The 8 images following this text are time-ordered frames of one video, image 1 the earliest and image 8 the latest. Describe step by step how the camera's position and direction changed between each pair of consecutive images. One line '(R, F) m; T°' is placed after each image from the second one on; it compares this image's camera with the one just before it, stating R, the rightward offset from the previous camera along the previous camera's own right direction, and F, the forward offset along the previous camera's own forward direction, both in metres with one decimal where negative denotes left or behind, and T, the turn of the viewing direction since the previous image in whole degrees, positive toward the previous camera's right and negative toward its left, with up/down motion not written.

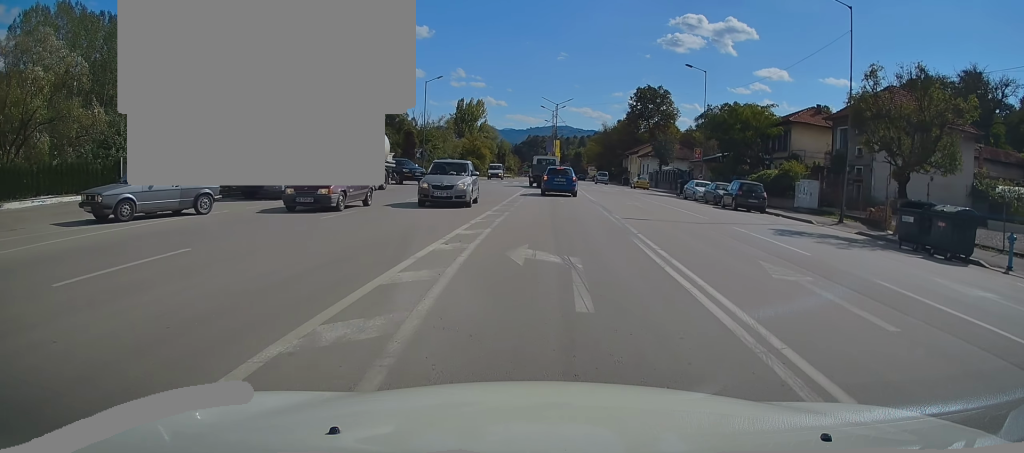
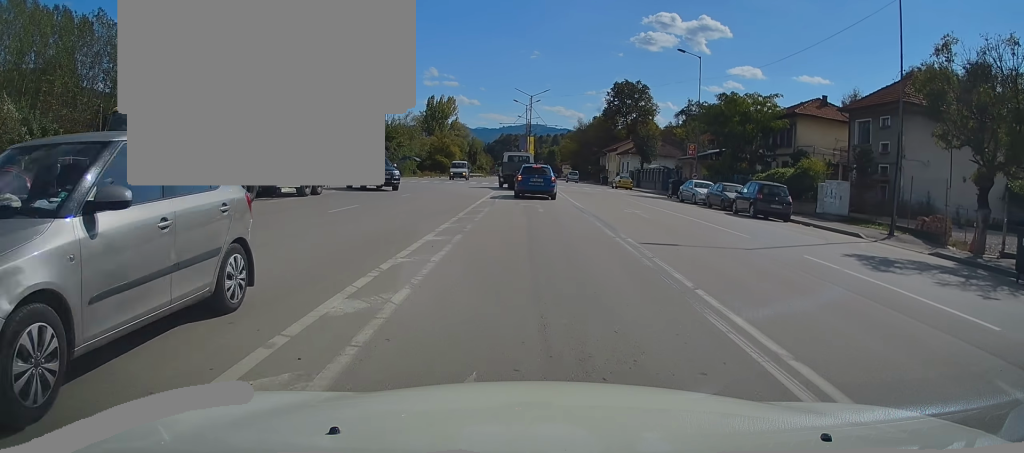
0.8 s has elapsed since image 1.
(+0.2, +7.0) m; +2°
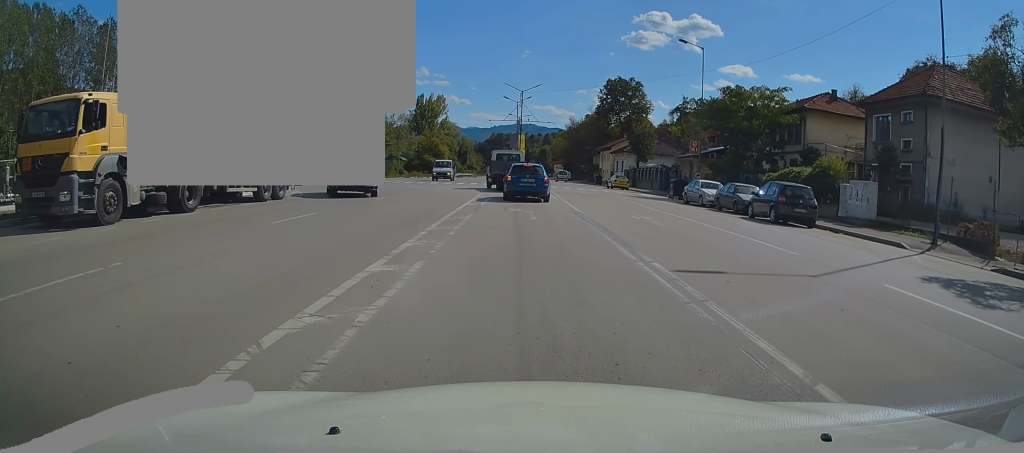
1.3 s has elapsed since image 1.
(+0.1, +3.5) m; +1°
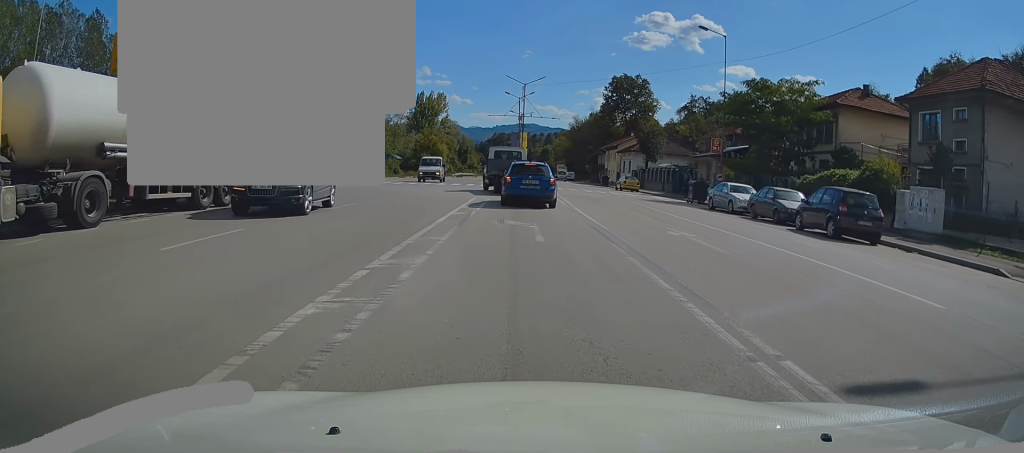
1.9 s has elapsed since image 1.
(0.0, +4.8) m; 0°
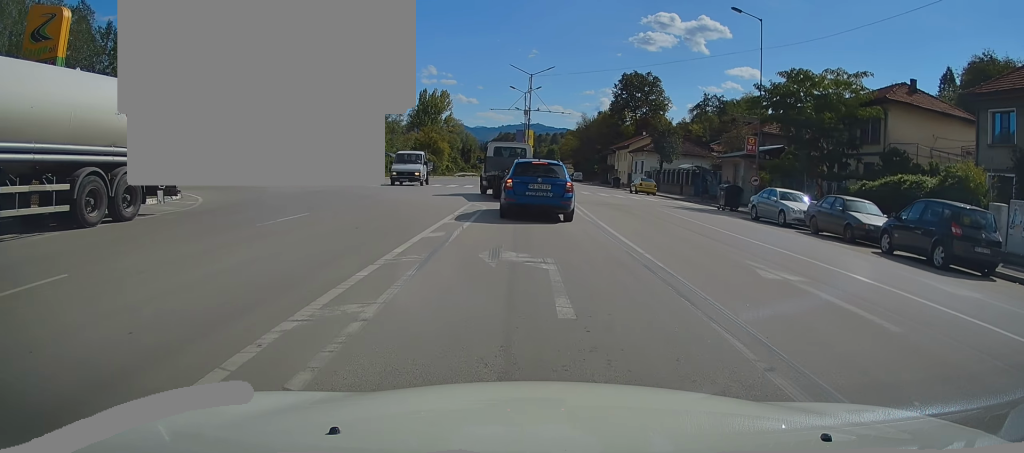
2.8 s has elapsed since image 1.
(0.0, +5.8) m; +1°
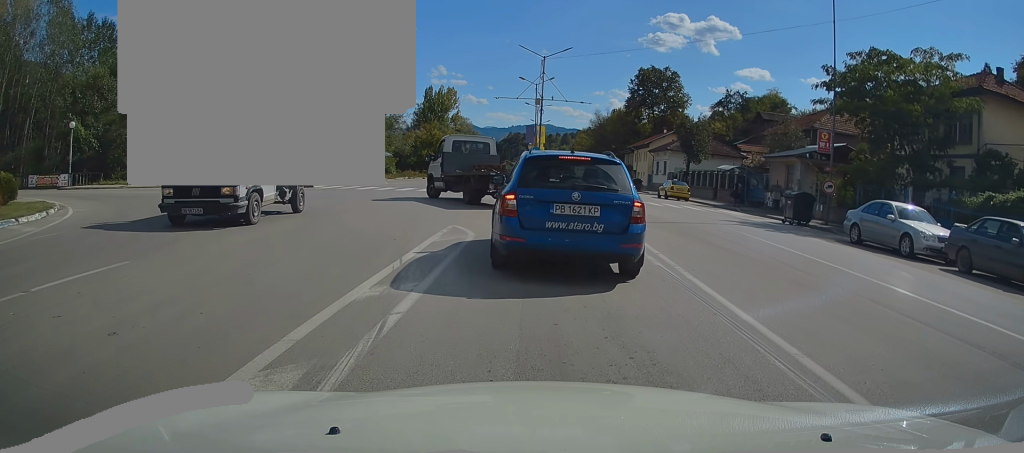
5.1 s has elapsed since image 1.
(0.0, +9.1) m; -3°
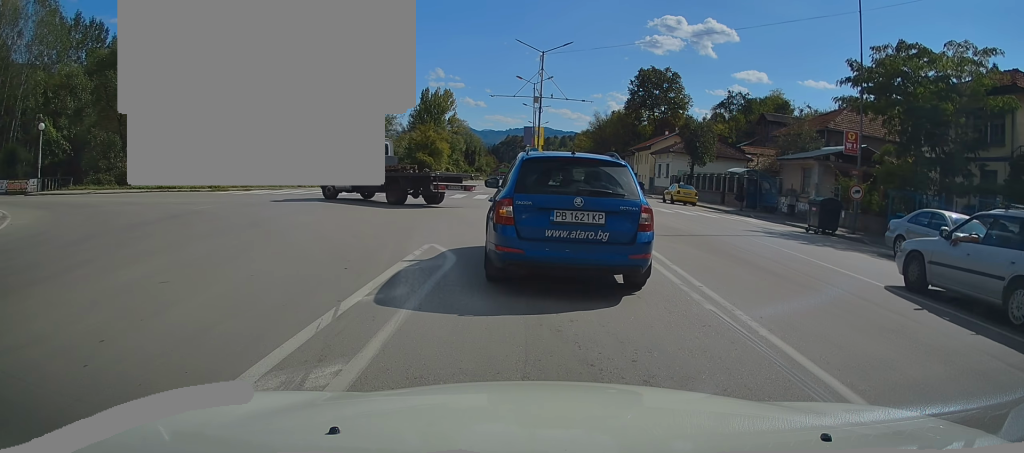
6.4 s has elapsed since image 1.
(0.0, +2.8) m; +4°
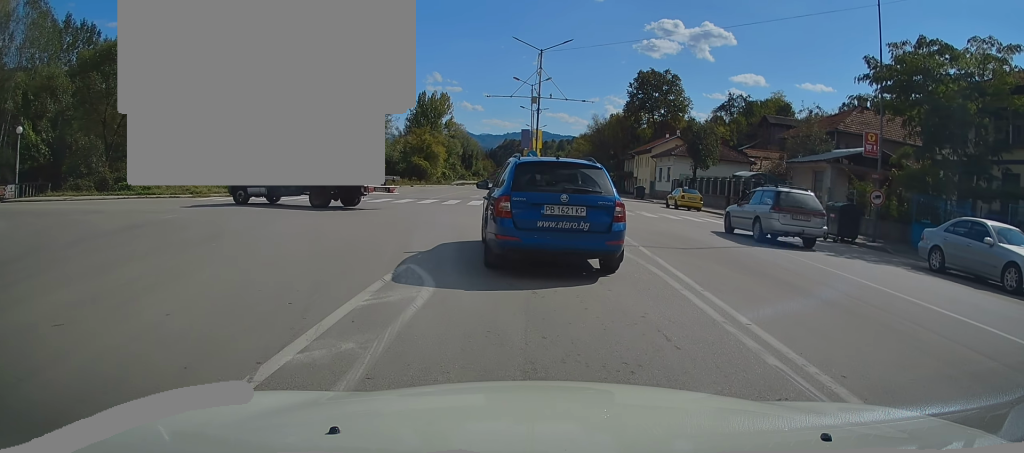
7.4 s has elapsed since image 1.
(+0.2, +1.8) m; +1°
